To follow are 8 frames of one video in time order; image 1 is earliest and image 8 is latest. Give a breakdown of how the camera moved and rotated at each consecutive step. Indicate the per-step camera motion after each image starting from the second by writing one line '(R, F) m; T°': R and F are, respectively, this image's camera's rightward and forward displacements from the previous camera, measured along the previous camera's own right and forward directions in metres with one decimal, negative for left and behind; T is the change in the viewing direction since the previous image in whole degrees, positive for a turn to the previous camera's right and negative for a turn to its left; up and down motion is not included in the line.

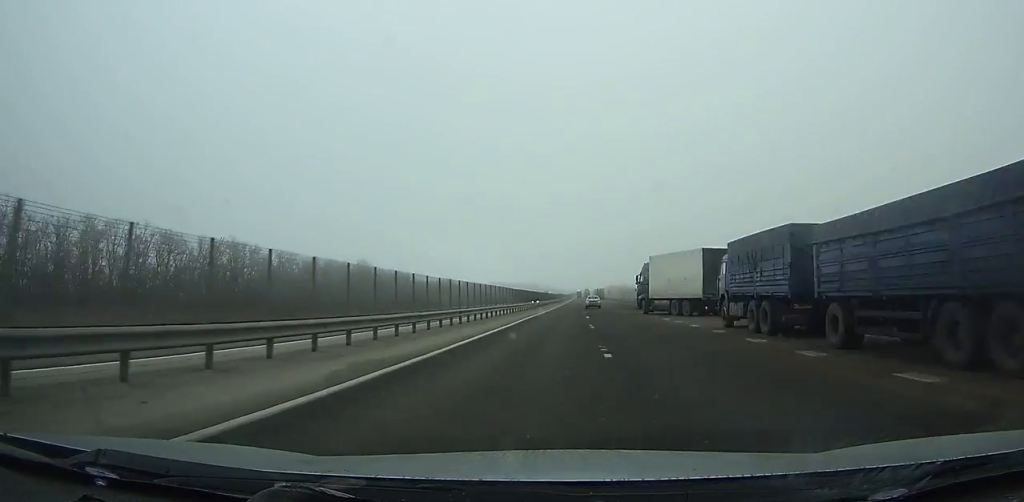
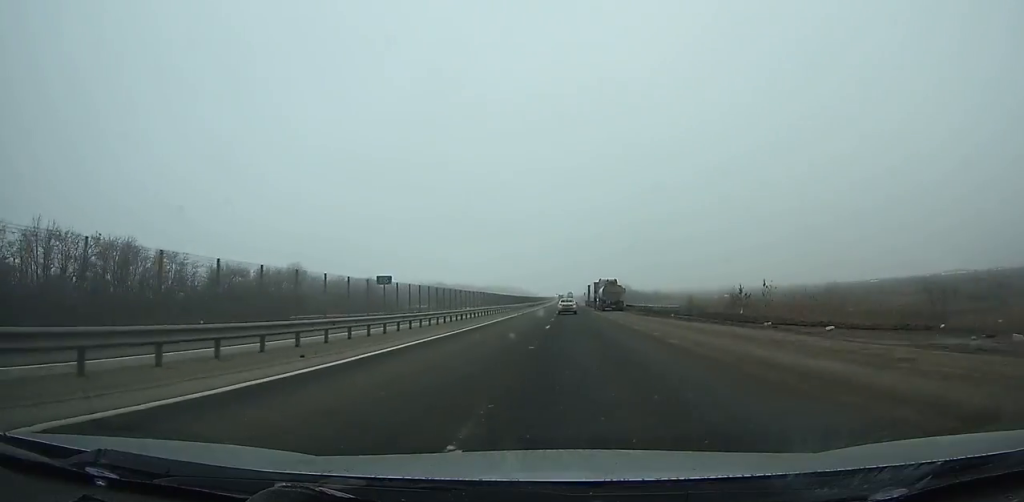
(+1.0, +138.2) m; +1°
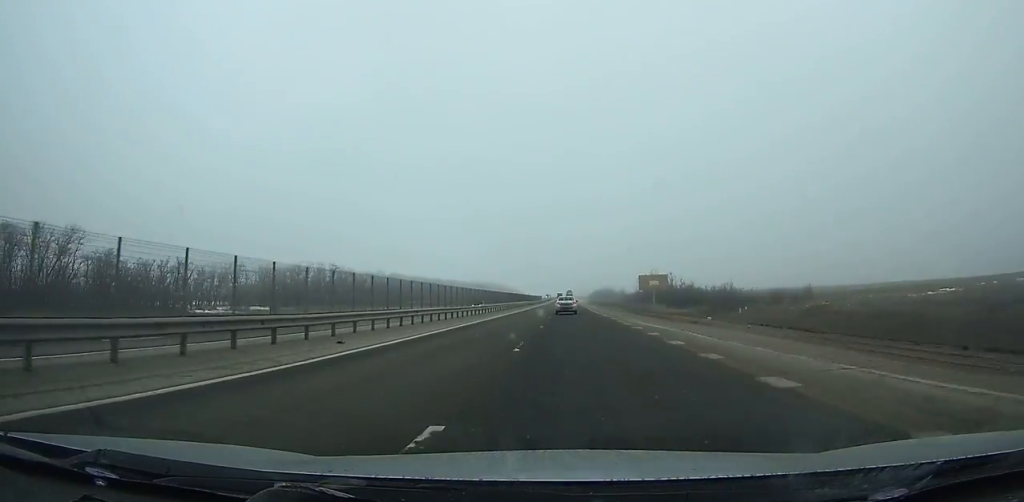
(+0.4, +131.8) m; 0°
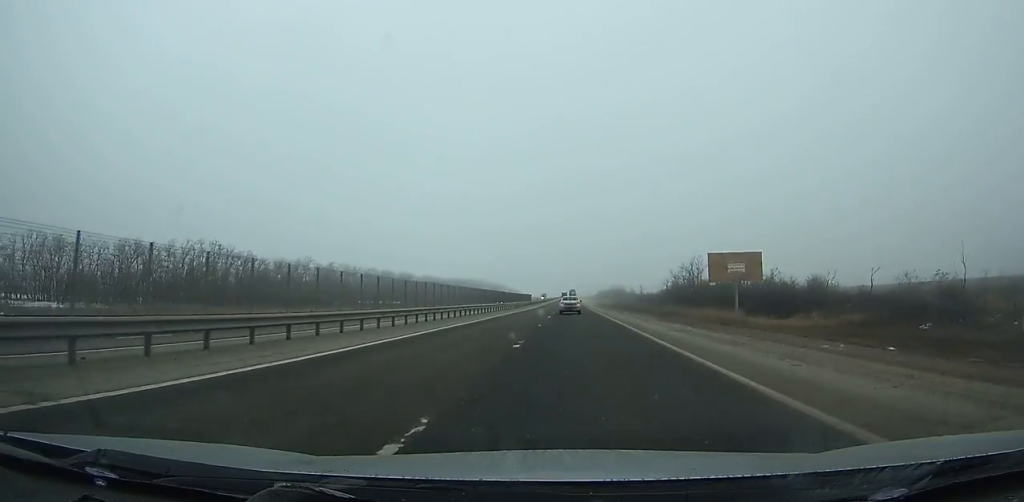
(+0.1, +58.9) m; 0°
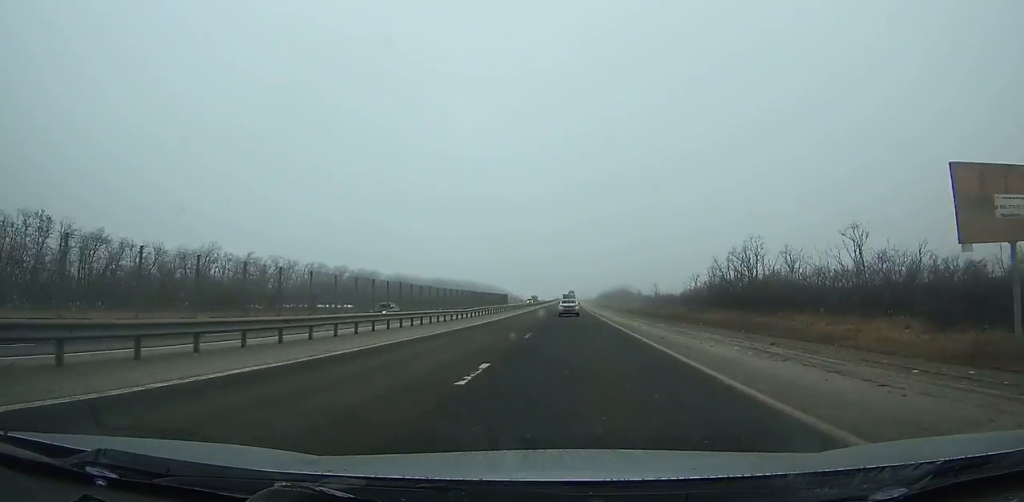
(-0.1, +41.5) m; 0°
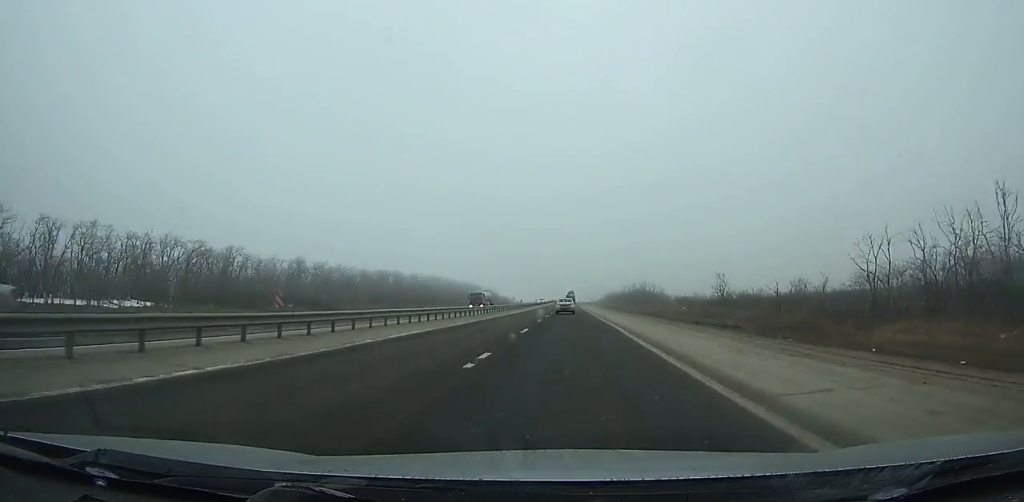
(-0.2, +82.9) m; 0°
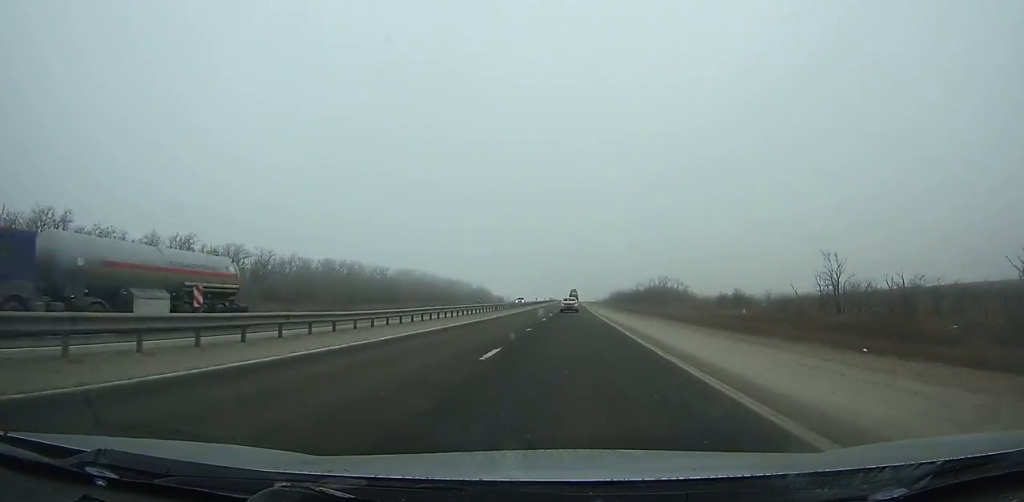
(0.0, +46.4) m; 0°
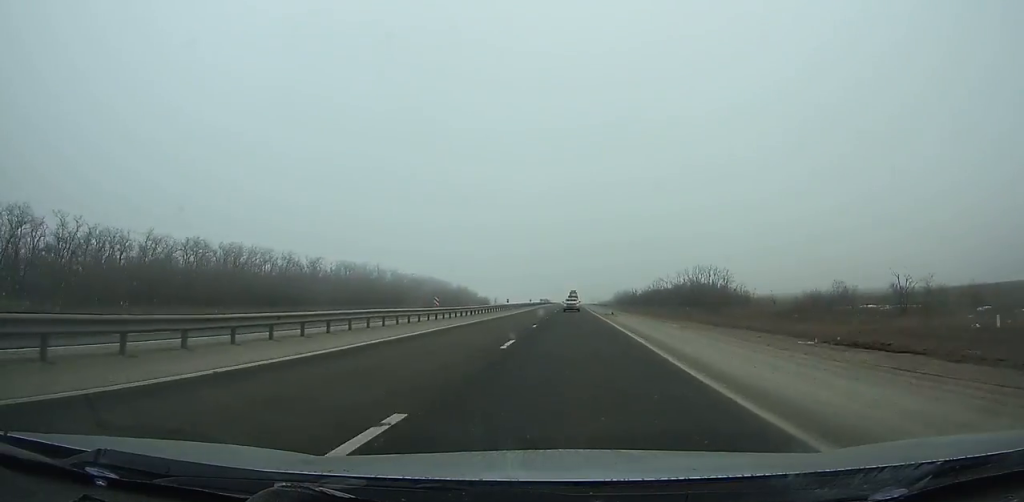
(0.0, +56.4) m; 0°
